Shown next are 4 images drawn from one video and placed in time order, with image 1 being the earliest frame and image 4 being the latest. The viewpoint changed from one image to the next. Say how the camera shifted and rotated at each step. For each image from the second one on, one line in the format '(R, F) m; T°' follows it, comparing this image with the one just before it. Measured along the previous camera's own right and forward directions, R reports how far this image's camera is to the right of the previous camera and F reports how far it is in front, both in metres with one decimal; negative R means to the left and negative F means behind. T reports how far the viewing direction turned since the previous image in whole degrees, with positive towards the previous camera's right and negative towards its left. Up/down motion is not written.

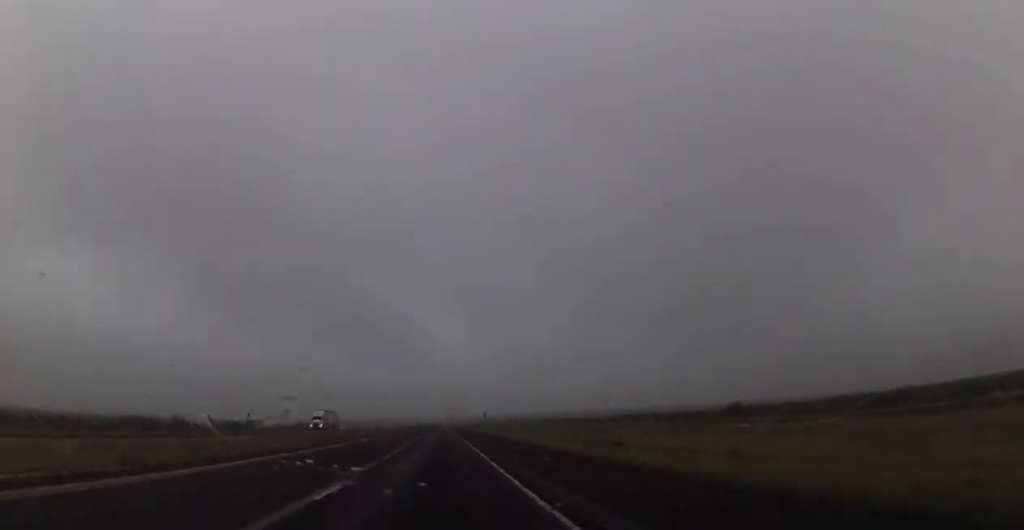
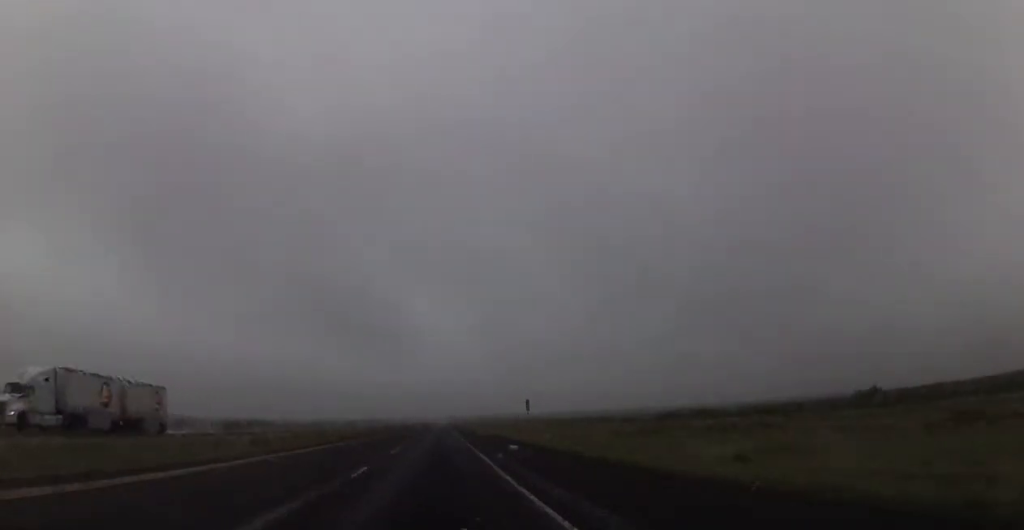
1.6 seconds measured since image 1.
(0.0, +56.6) m; 0°
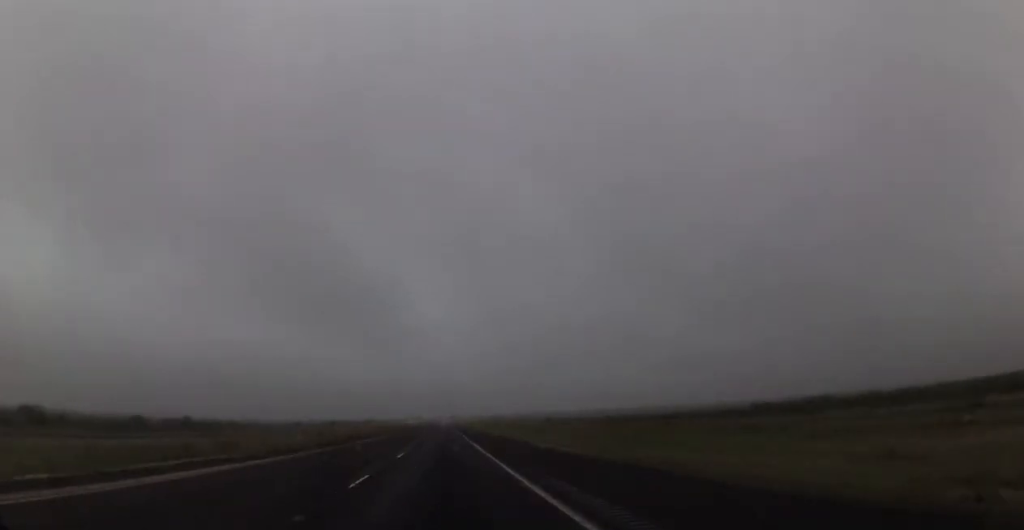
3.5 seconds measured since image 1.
(-0.3, +64.5) m; 0°
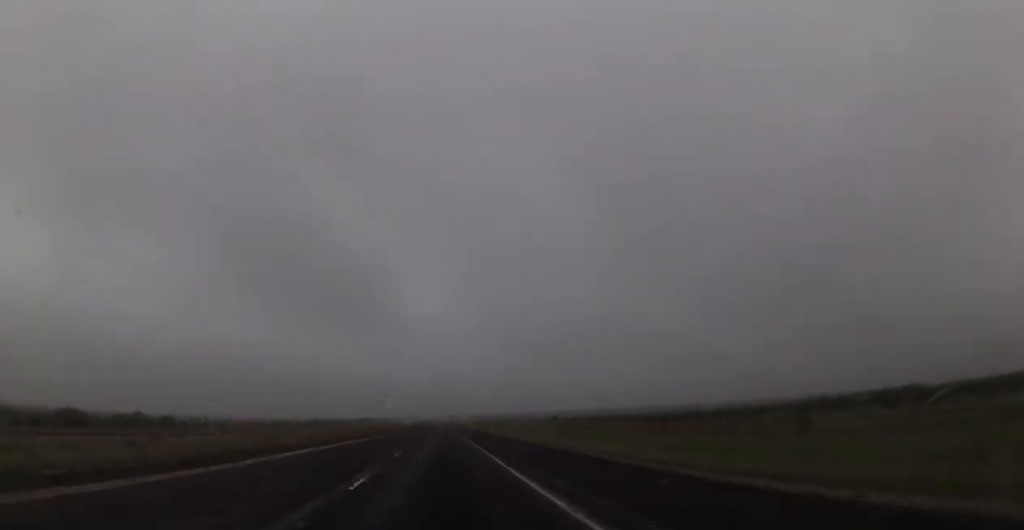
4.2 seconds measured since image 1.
(+0.1, +25.3) m; 0°
